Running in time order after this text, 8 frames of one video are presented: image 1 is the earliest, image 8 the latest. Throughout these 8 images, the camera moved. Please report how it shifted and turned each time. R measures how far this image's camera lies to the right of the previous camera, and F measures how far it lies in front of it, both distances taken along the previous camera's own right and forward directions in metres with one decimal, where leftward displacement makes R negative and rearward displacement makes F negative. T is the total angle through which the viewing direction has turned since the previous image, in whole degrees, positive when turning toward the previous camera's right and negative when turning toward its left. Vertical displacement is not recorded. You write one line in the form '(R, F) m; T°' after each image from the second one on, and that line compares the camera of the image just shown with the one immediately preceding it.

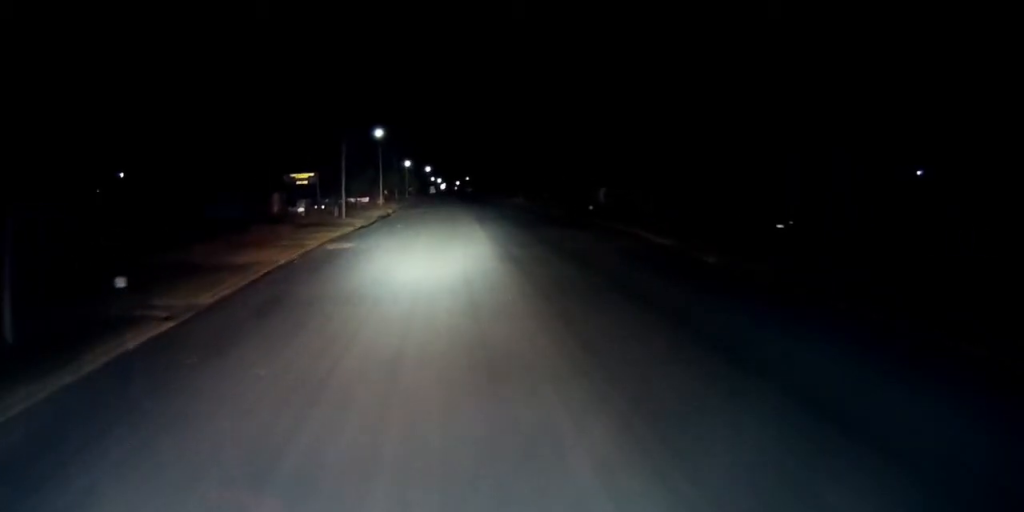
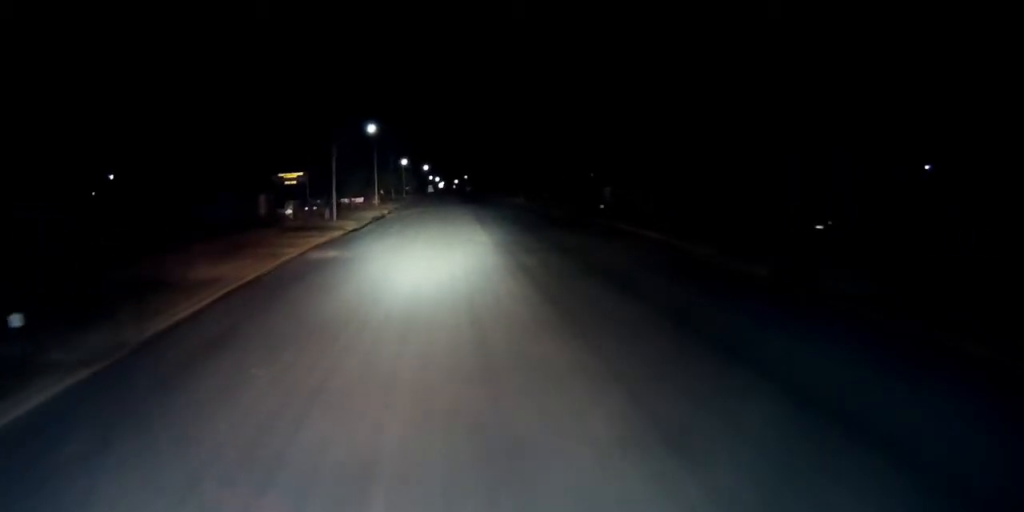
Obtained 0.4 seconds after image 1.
(0.0, +4.9) m; 0°
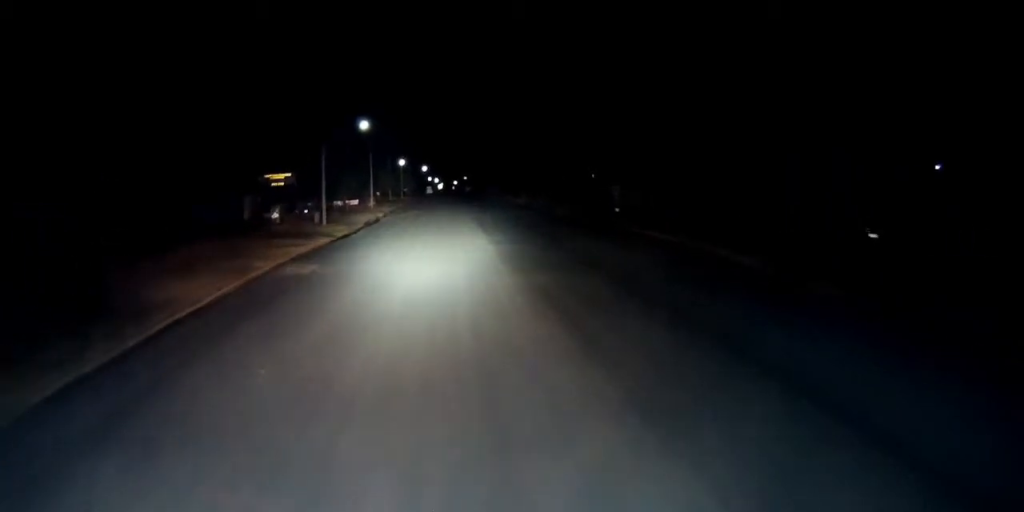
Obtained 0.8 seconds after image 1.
(0.0, +5.3) m; 0°
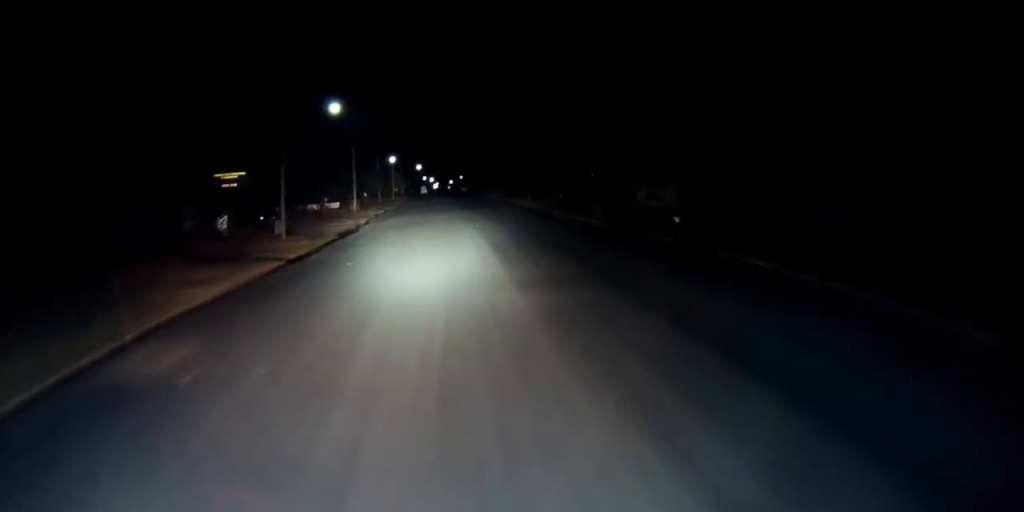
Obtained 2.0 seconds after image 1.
(0.0, +14.6) m; 0°
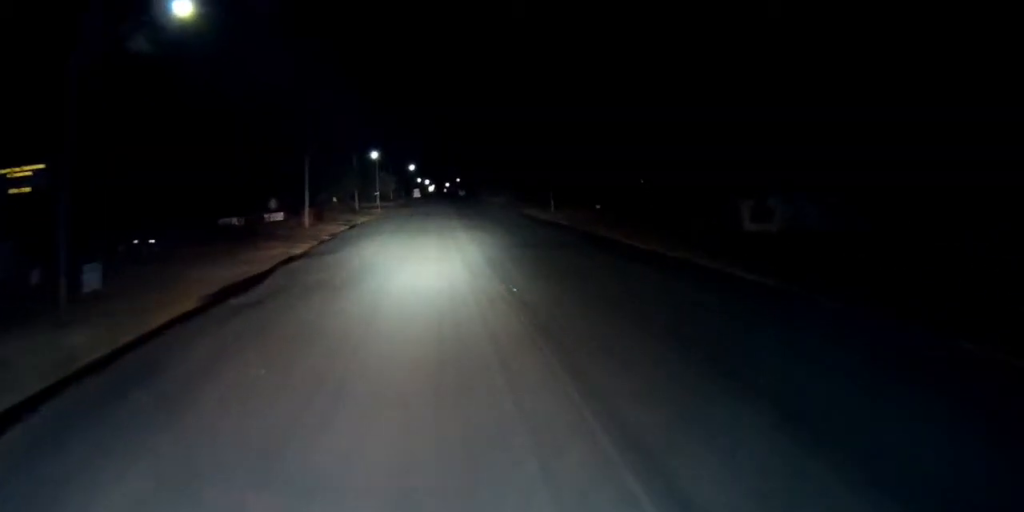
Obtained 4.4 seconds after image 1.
(+0.1, +29.4) m; 0°
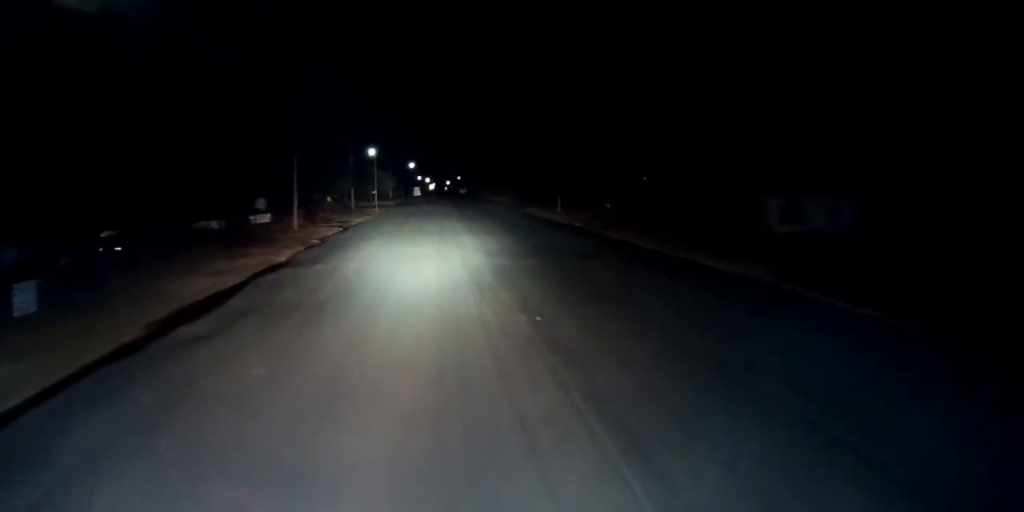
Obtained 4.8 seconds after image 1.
(+0.1, +4.8) m; 0°
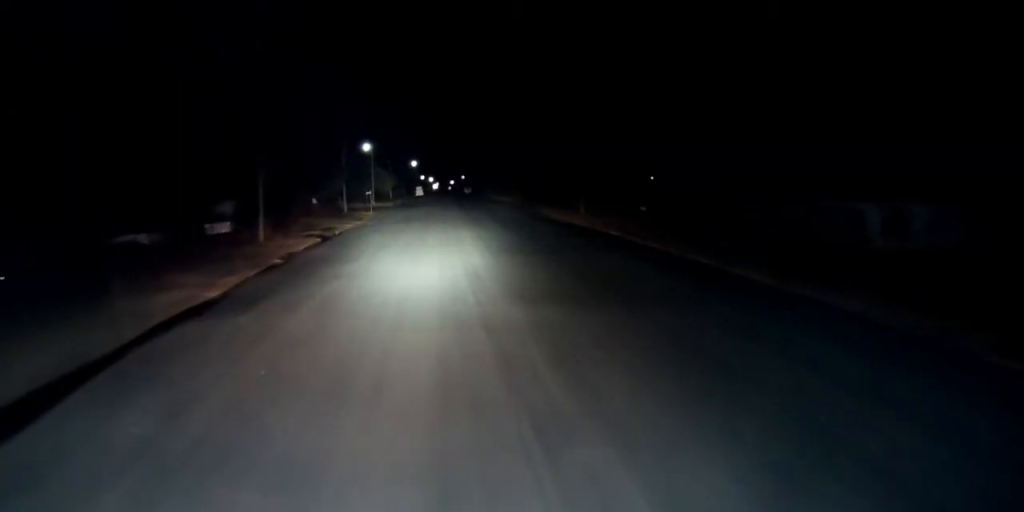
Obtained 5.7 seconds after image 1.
(-0.1, +11.8) m; -1°
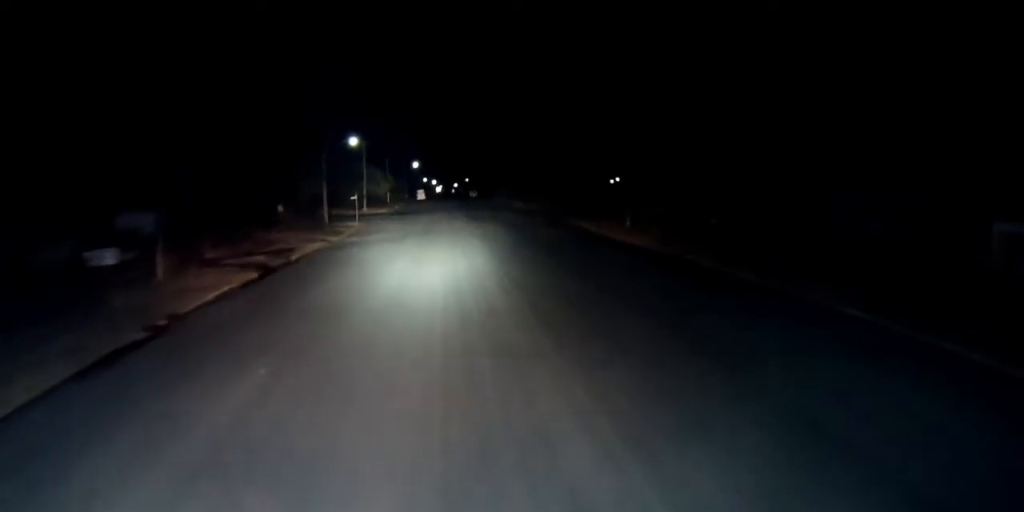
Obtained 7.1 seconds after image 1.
(-0.2, +17.3) m; -2°
